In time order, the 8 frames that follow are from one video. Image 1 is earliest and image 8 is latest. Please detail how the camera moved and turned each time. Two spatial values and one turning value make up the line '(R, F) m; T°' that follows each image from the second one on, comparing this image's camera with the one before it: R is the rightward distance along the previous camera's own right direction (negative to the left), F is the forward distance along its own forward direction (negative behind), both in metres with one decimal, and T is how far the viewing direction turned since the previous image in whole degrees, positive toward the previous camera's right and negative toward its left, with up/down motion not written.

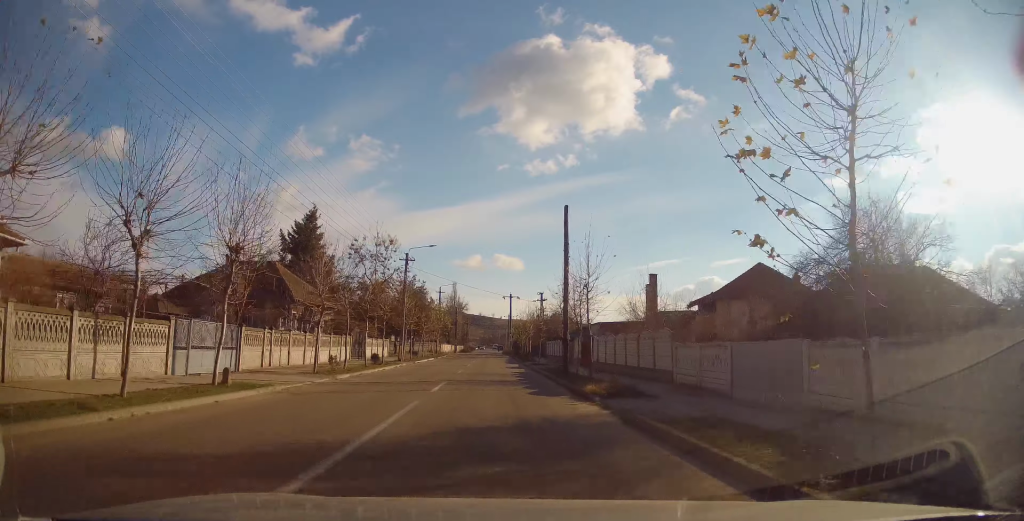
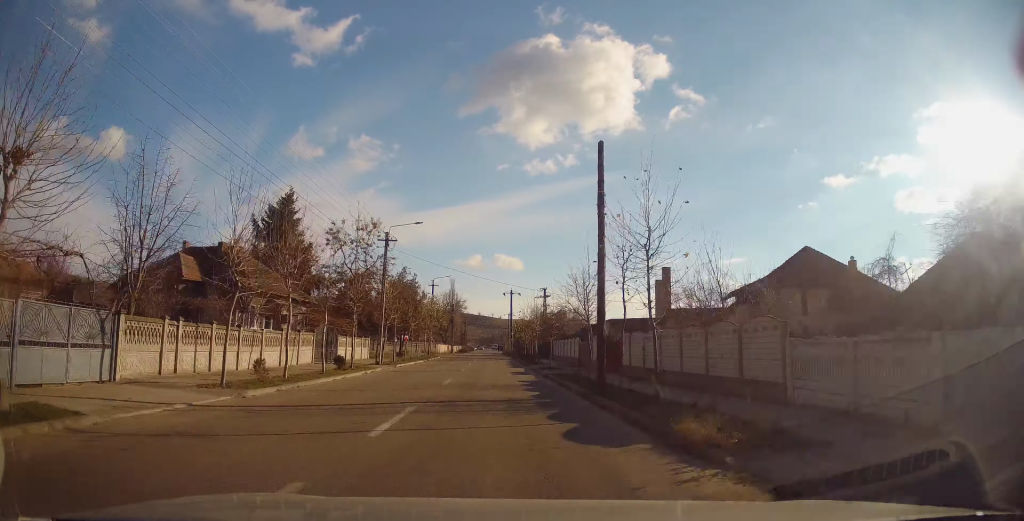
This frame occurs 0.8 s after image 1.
(0.0, +7.4) m; 0°
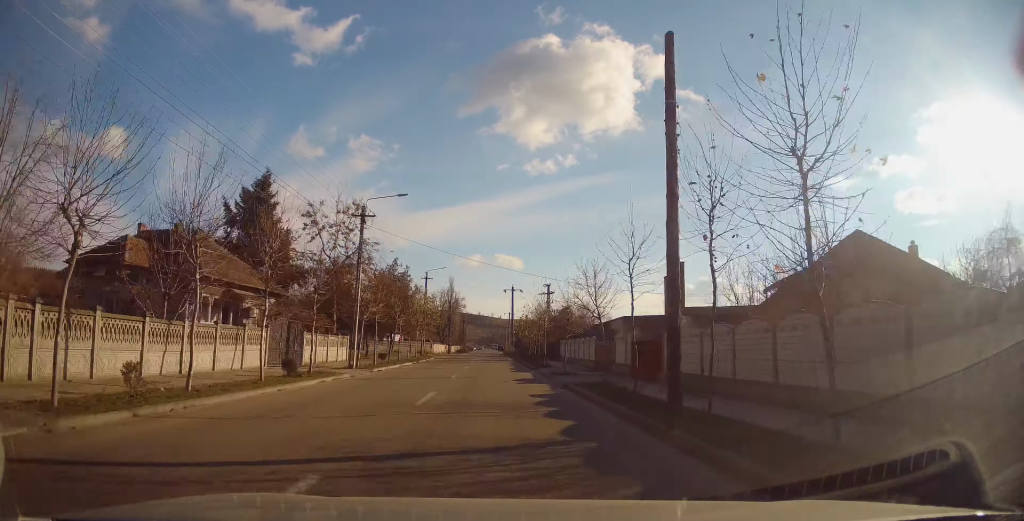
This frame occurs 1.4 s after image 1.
(+0.2, +5.8) m; 0°
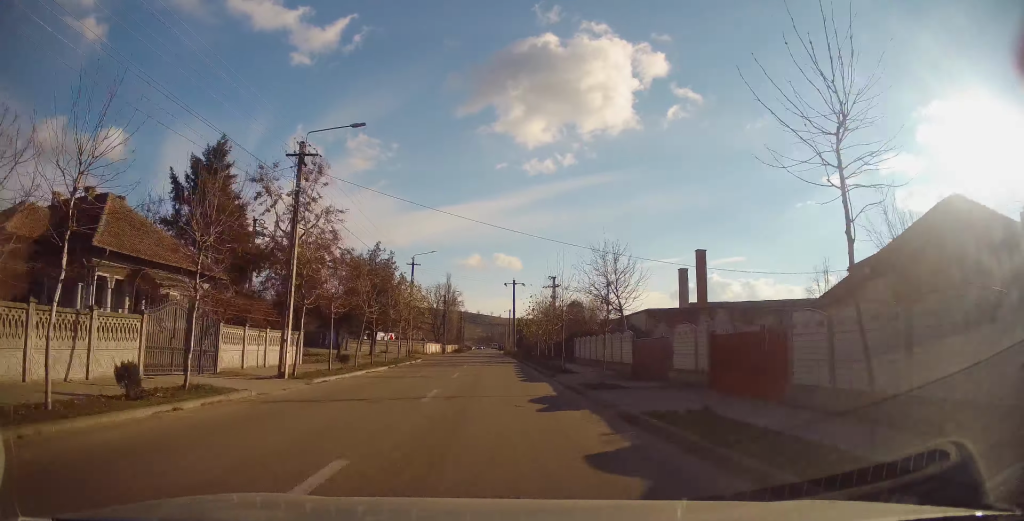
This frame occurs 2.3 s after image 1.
(-0.3, +8.3) m; 0°
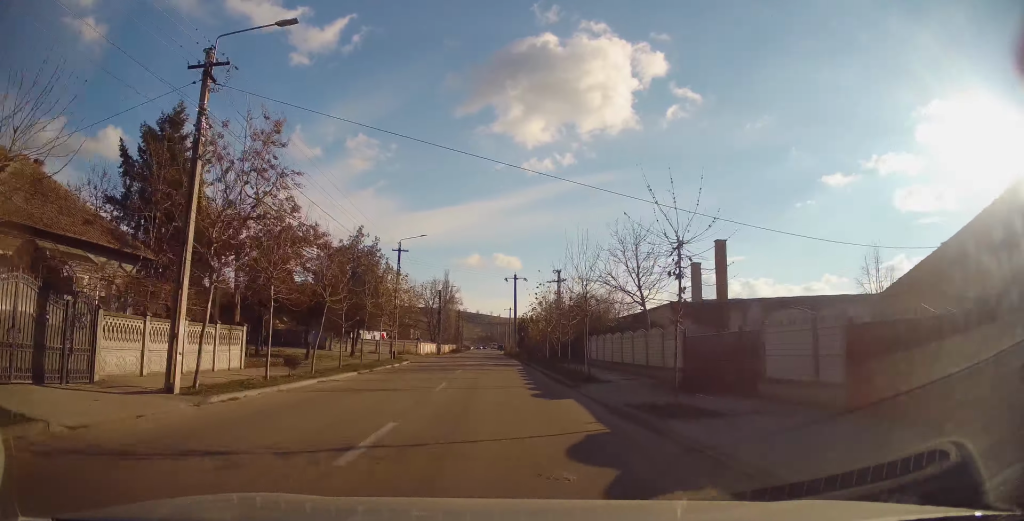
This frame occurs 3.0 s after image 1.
(+0.2, +6.2) m; +1°
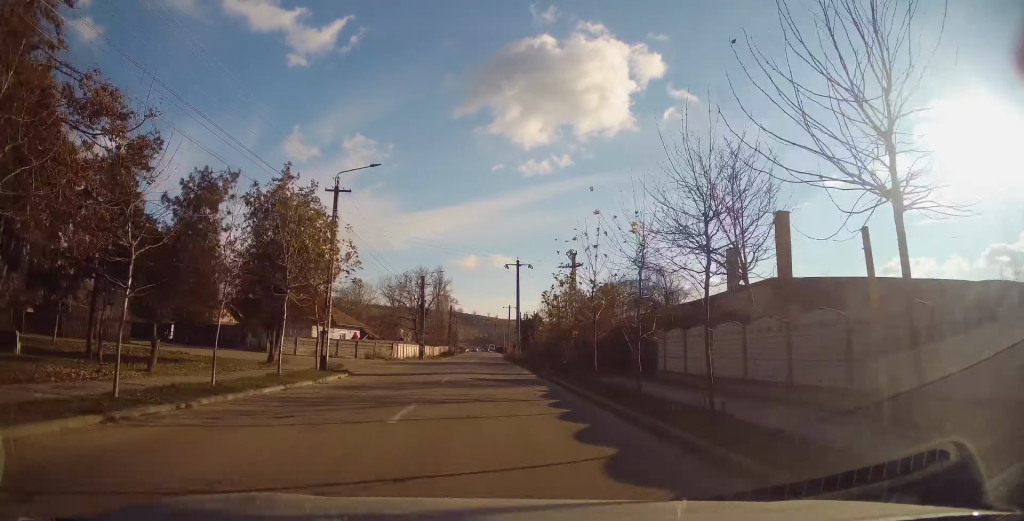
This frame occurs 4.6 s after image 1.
(+0.1, +14.6) m; -1°
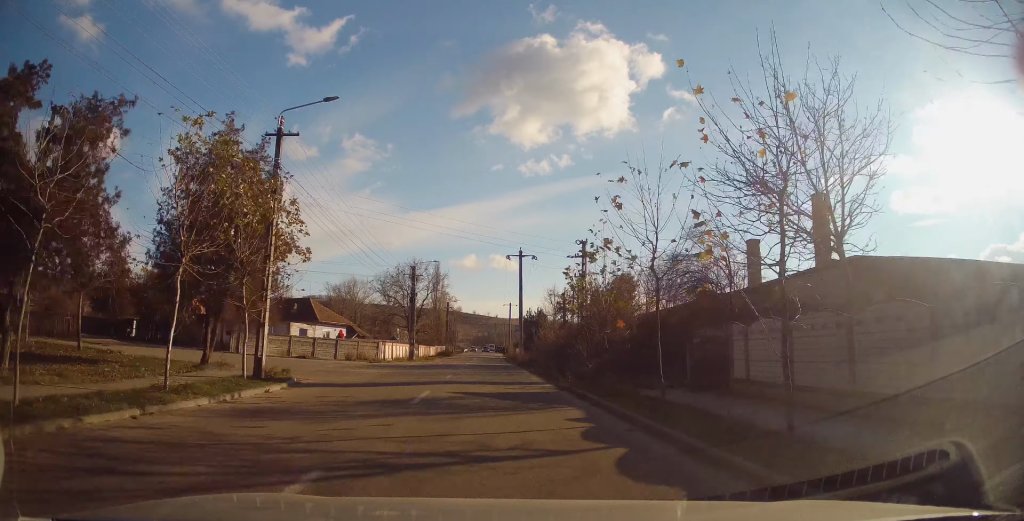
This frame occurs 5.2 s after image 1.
(-0.2, +6.3) m; 0°
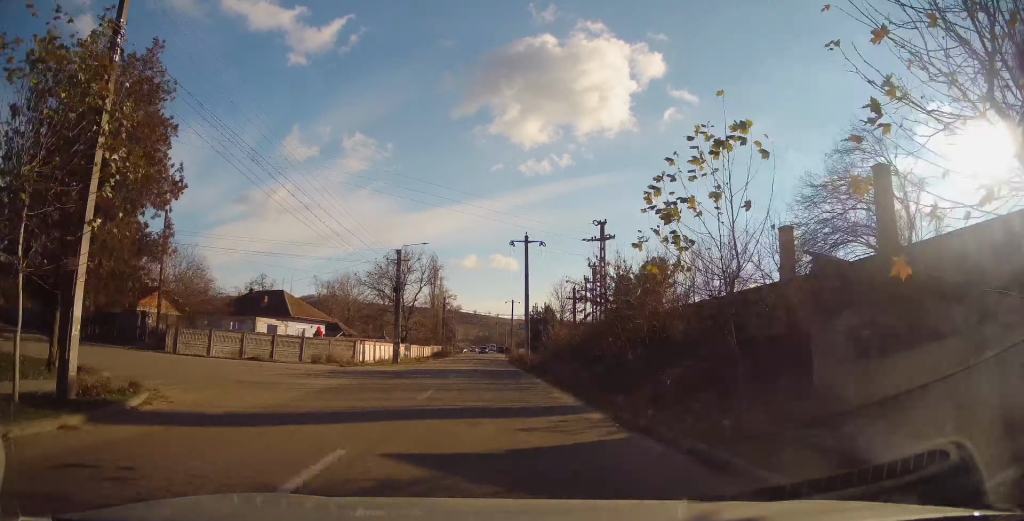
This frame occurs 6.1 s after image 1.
(+0.2, +8.1) m; +1°
